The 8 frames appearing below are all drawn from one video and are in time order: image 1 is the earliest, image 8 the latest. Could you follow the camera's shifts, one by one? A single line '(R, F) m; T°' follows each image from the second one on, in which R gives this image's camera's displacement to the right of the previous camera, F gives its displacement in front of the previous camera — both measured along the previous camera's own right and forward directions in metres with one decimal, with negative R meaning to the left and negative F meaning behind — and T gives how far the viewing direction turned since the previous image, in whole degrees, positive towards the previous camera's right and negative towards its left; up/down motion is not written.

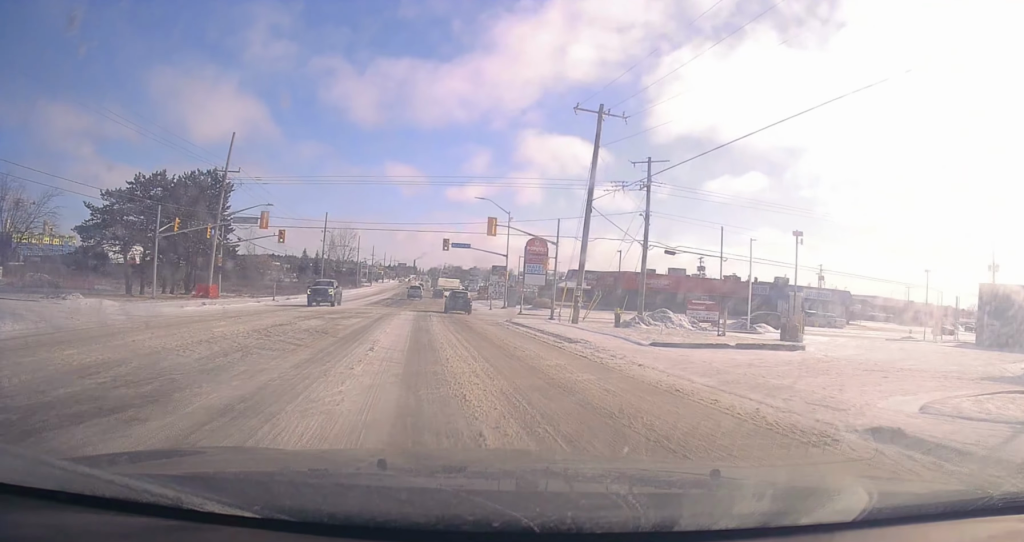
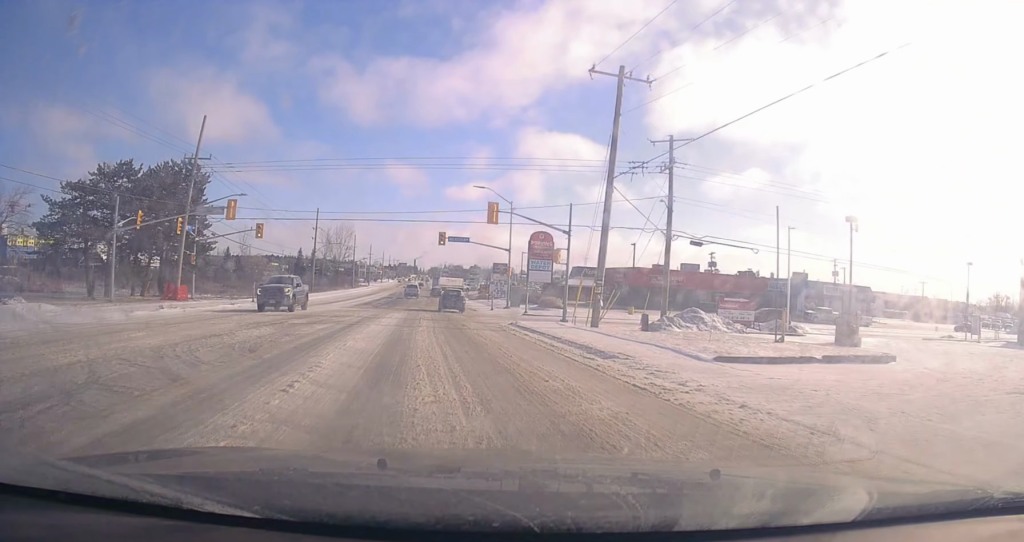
(+0.1, +5.3) m; +2°
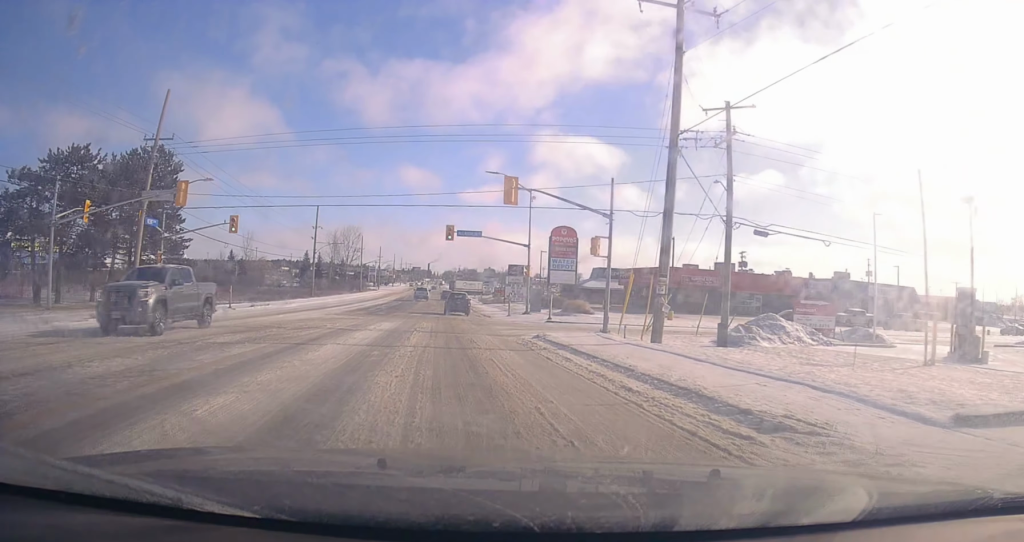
(+0.4, +7.7) m; 0°
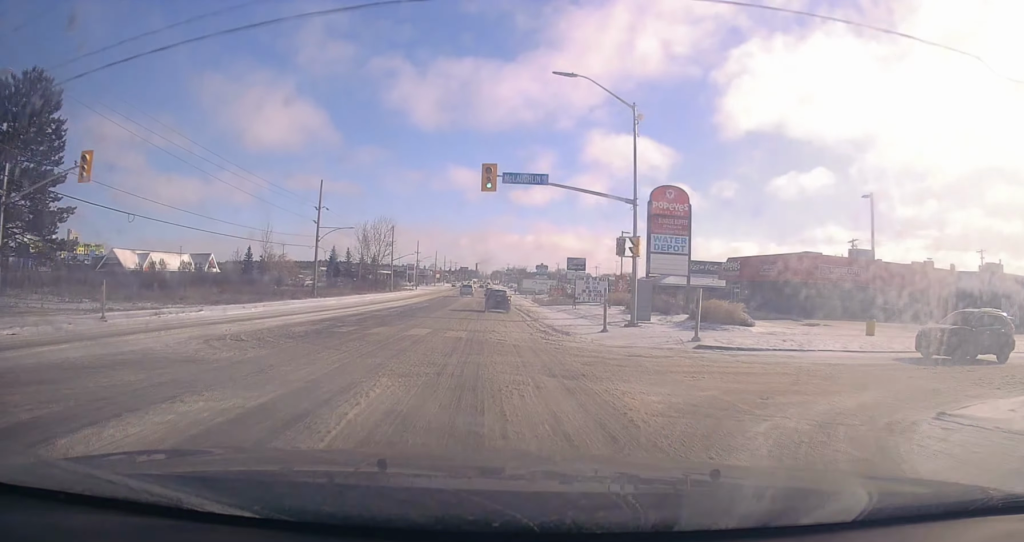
(-0.6, +20.5) m; -3°
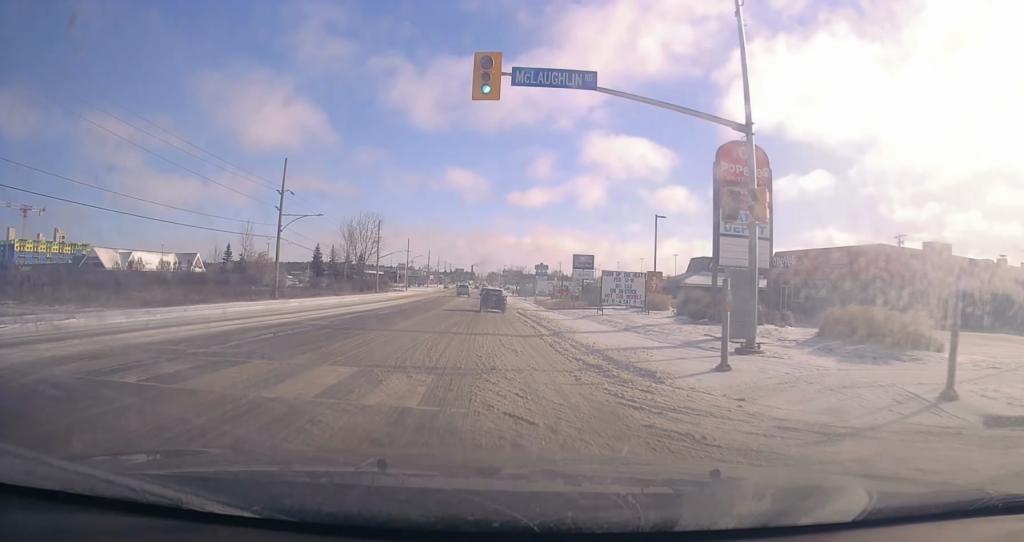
(-0.1, +11.6) m; -1°
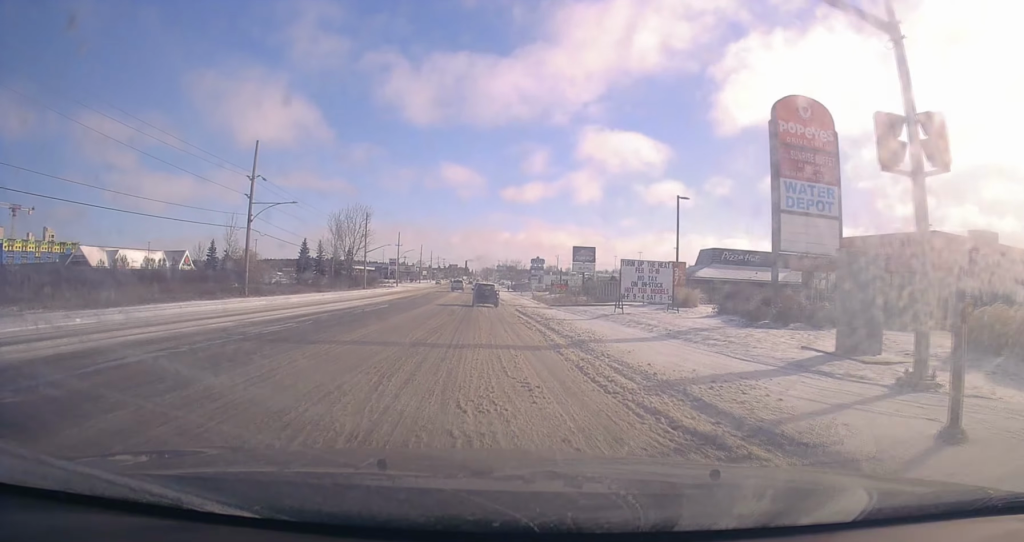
(0.0, +5.6) m; -1°
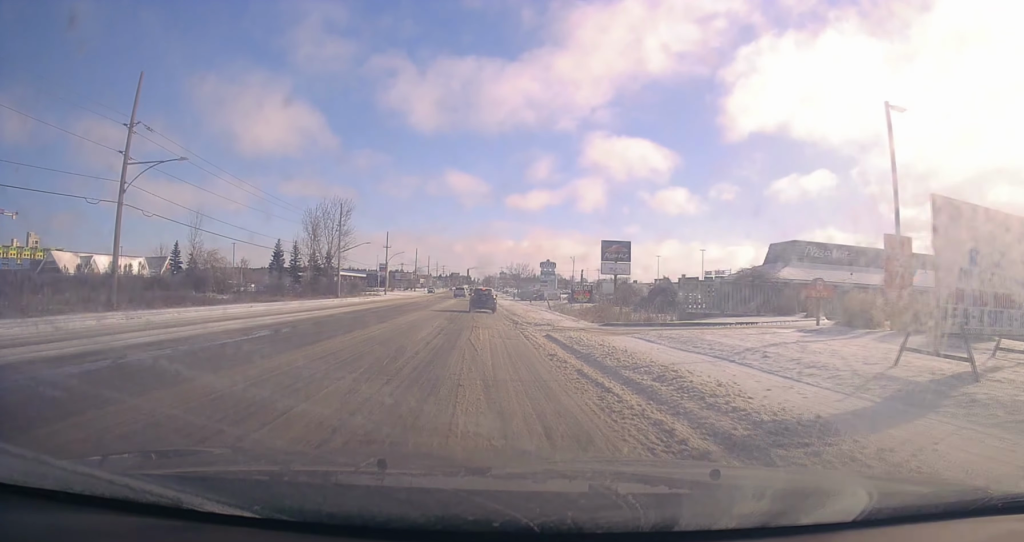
(-0.2, +20.1) m; 0°
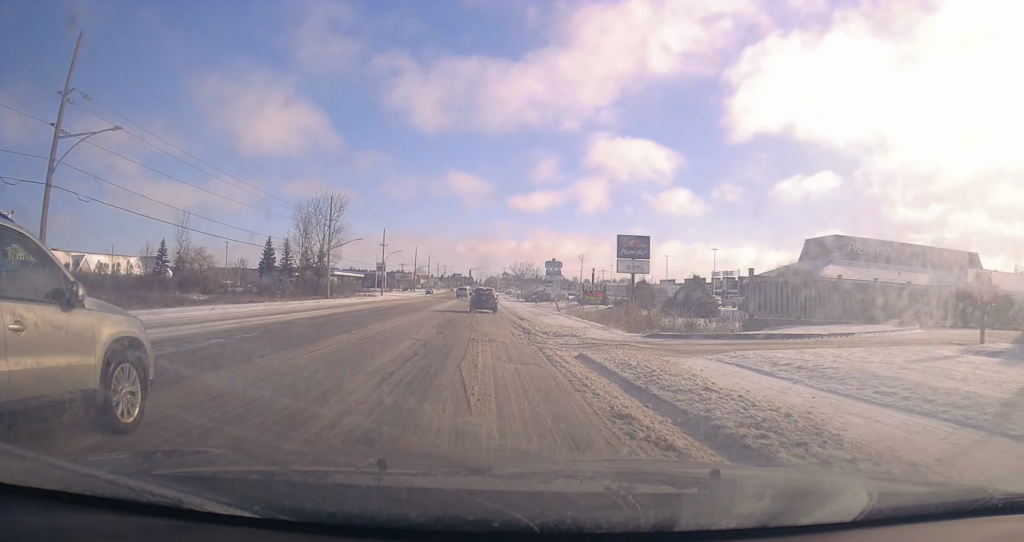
(+0.3, +6.8) m; 0°
